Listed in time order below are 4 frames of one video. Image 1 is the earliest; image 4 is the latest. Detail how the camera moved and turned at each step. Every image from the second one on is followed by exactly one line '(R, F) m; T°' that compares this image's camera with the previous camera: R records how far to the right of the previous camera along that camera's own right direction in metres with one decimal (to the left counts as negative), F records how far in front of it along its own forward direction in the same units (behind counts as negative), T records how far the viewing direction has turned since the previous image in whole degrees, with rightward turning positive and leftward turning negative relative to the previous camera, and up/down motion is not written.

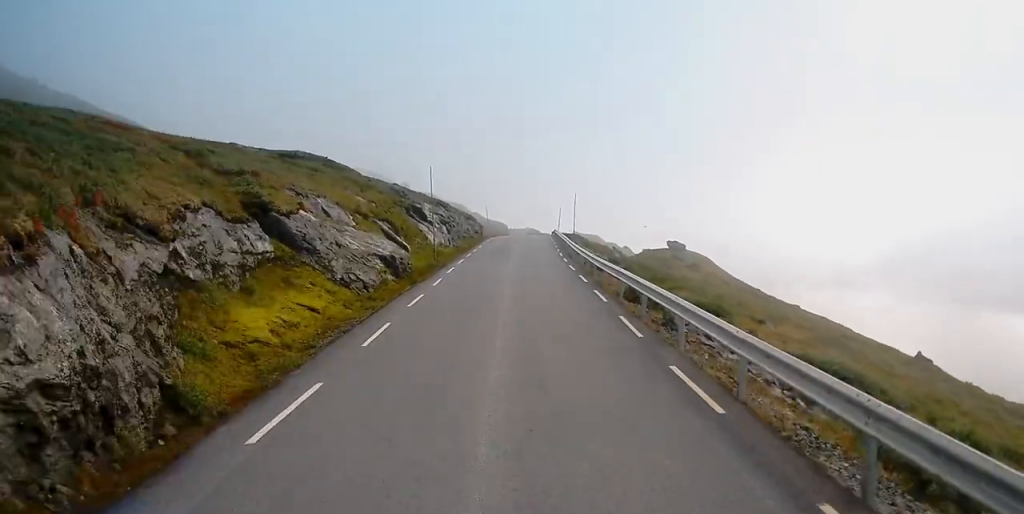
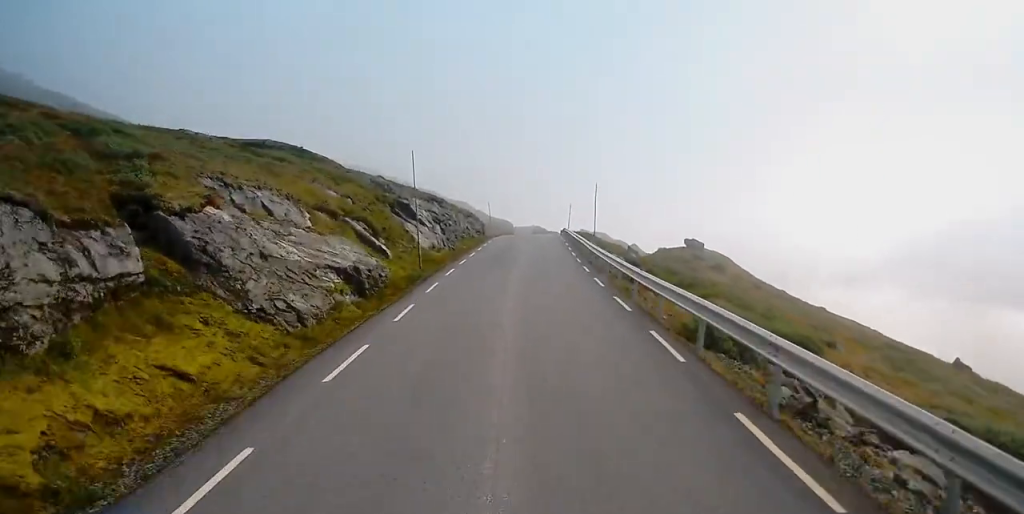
(0.0, +9.1) m; 0°
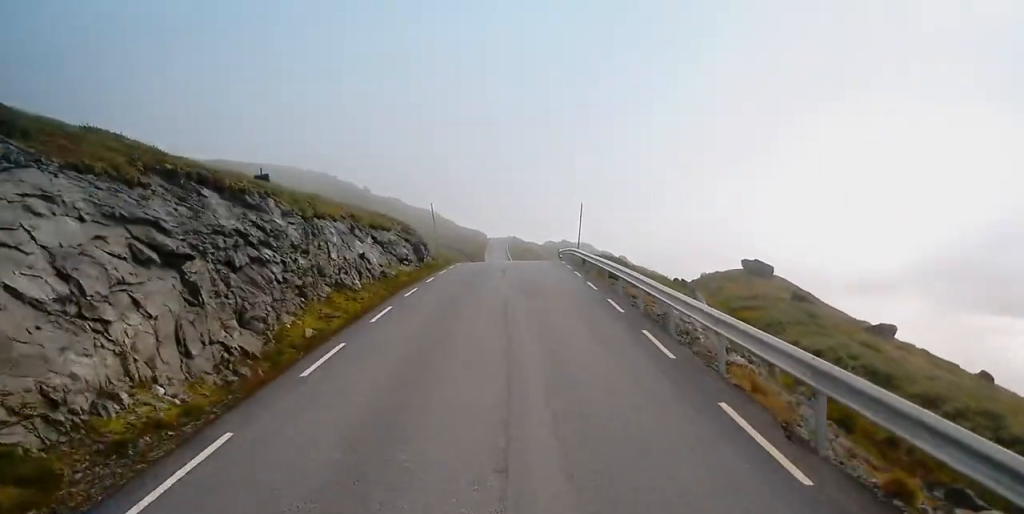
(+1.1, +40.7) m; +2°
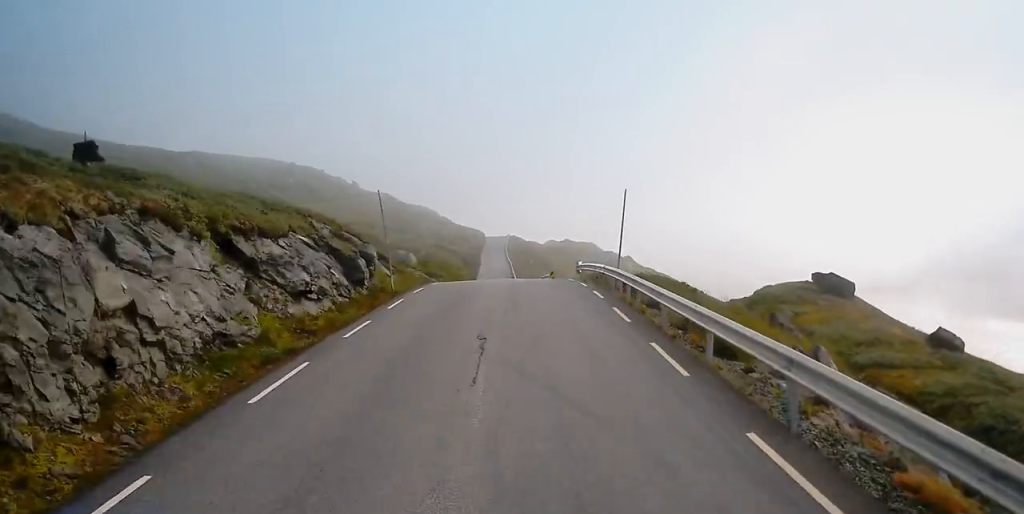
(+0.2, +19.2) m; 0°
